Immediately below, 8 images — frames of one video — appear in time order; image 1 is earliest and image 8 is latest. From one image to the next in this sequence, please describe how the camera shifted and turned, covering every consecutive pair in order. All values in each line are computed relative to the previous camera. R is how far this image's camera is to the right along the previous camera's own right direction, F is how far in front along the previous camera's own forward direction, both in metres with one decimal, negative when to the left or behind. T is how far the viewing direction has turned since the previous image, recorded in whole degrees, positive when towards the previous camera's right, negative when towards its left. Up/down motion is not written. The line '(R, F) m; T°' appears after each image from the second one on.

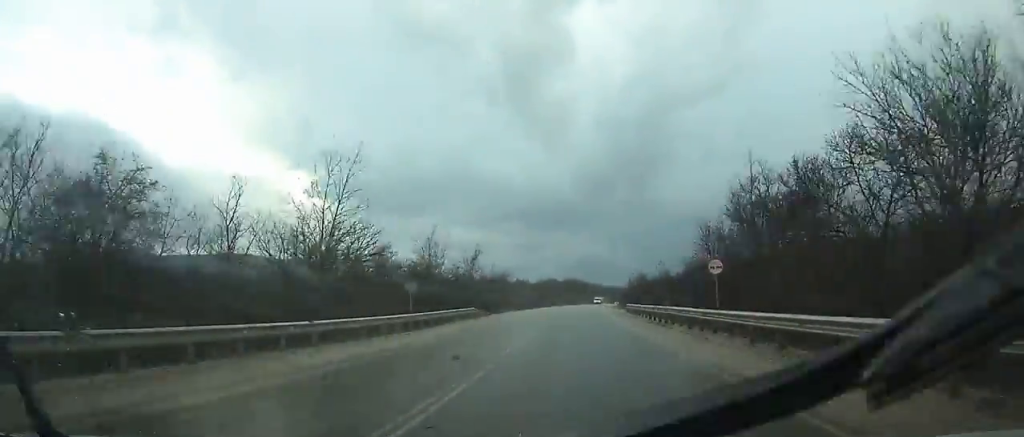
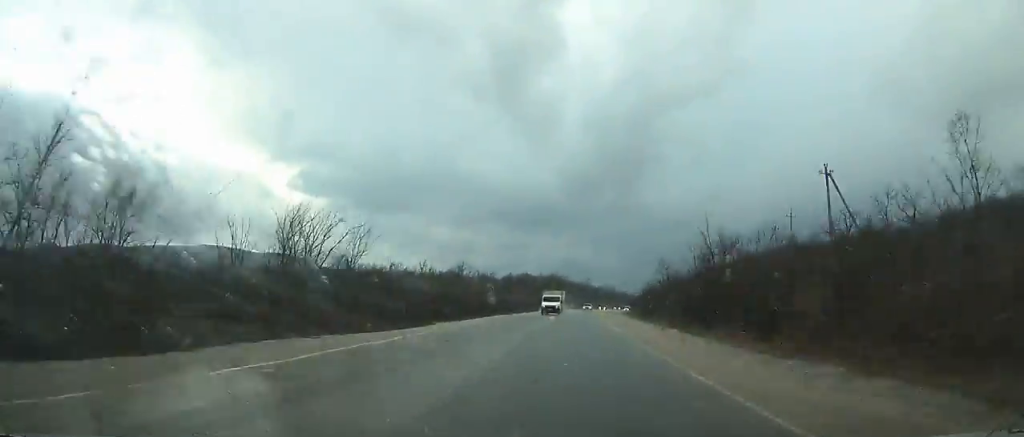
(+0.5, +59.9) m; +2°
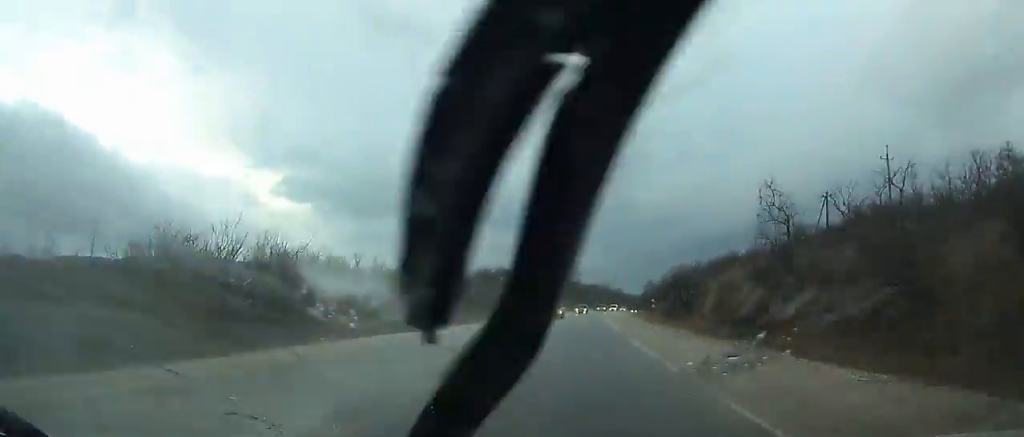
(+1.0, +34.5) m; +2°
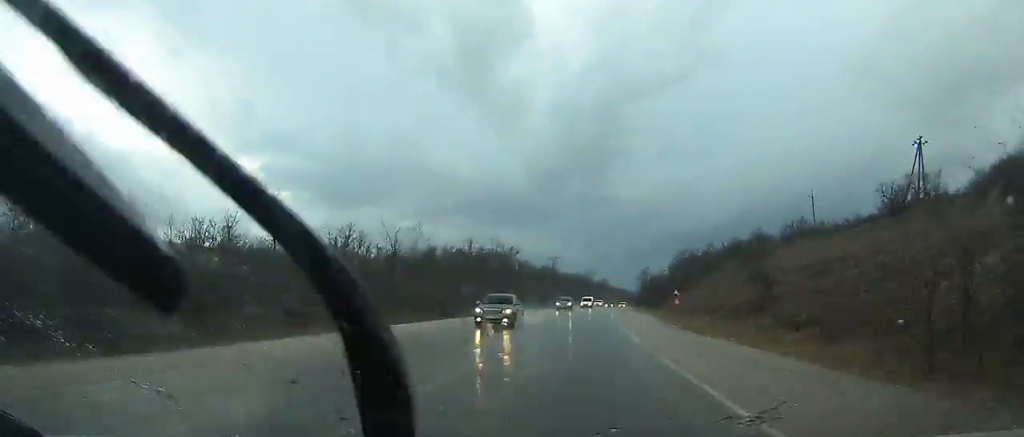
(+0.5, +34.3) m; +2°
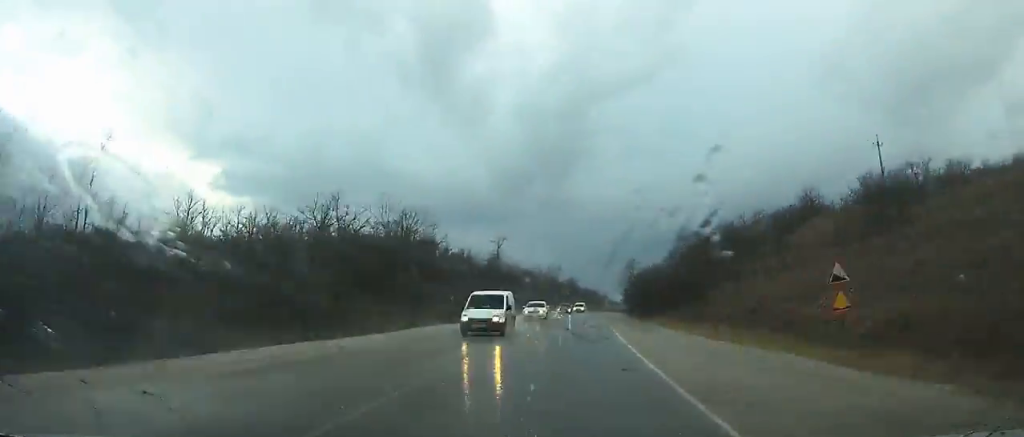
(+0.7, +37.8) m; +2°
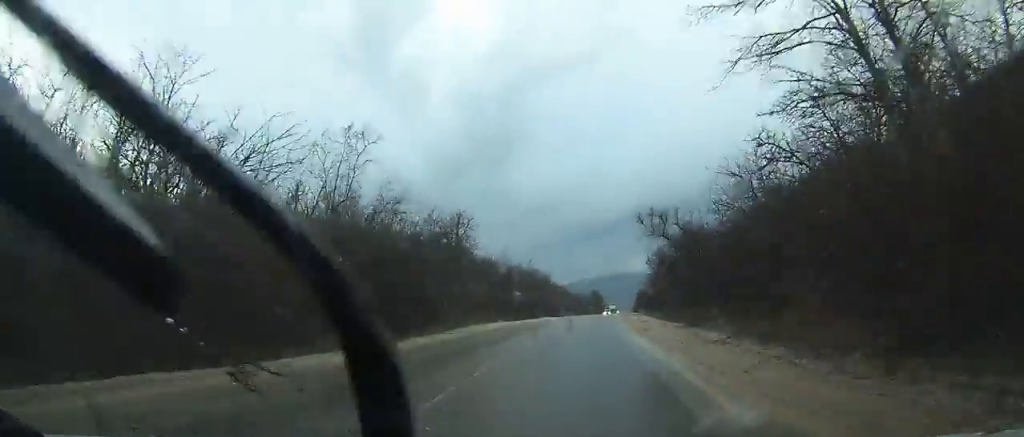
(+4.5, +89.4) m; +6°
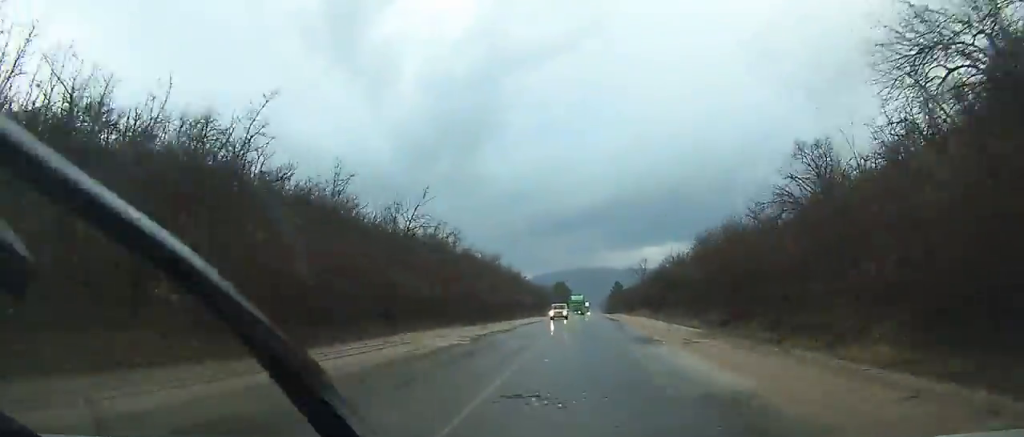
(+1.5, +47.3) m; +3°
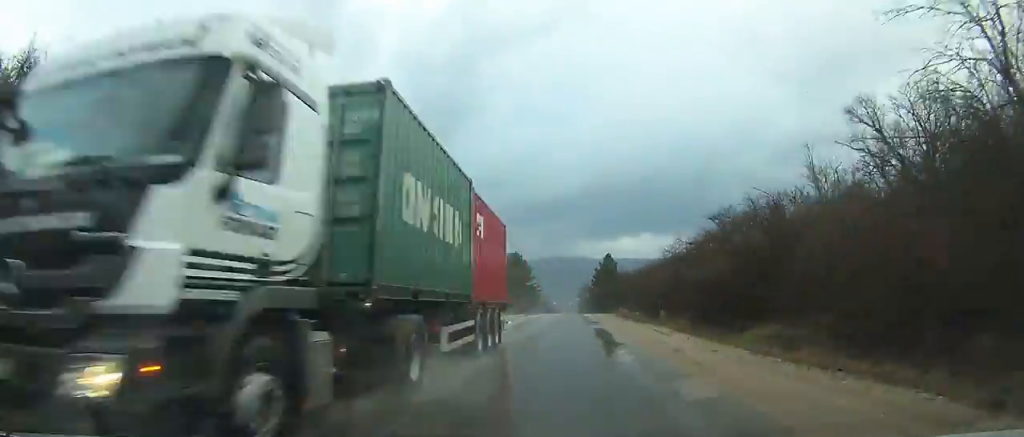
(+2.1, +81.2) m; +1°
